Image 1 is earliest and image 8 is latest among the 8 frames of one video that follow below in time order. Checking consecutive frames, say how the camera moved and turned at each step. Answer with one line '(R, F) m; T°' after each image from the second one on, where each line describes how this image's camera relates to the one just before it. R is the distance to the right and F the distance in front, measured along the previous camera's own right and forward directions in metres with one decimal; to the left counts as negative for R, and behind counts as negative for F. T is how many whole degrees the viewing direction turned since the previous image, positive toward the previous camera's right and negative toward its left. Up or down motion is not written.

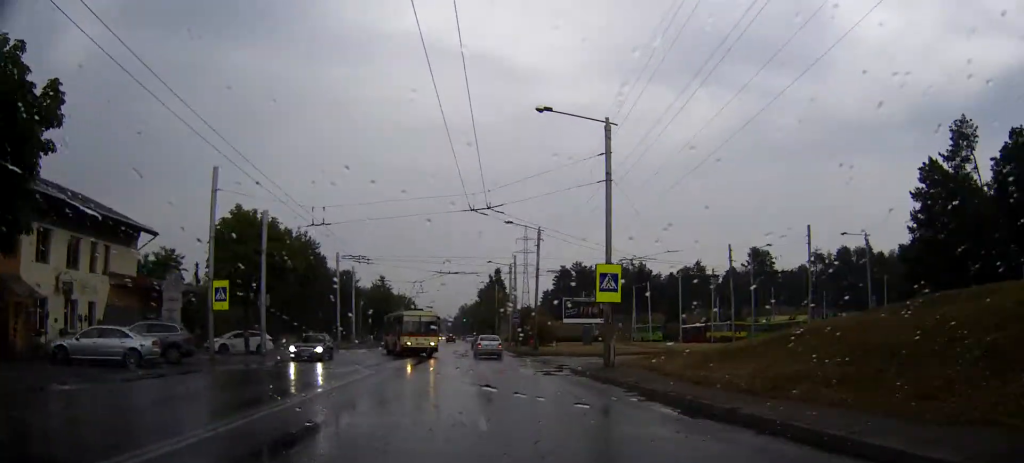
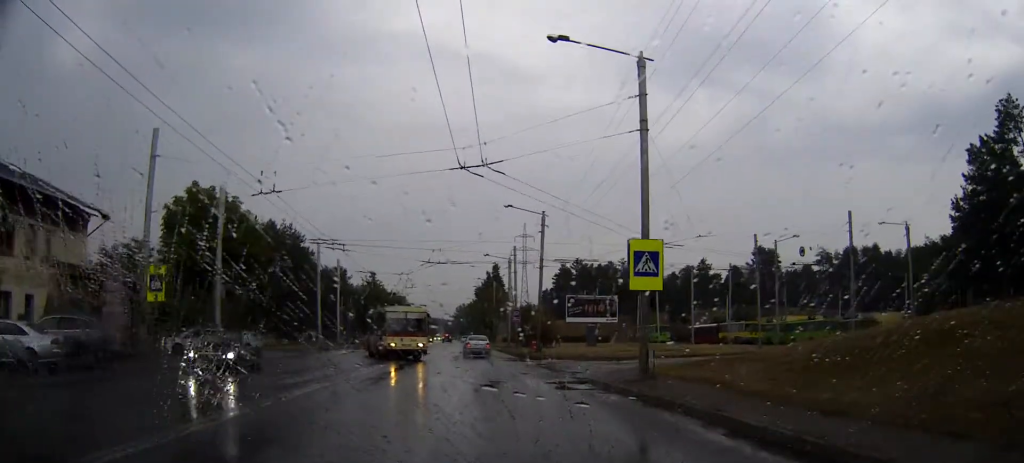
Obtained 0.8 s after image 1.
(0.0, +6.9) m; 0°
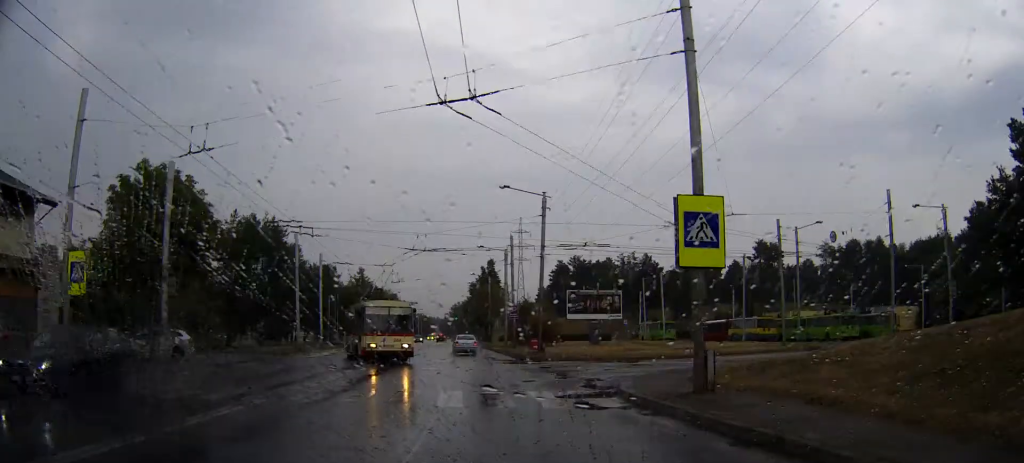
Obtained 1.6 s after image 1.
(0.0, +5.8) m; +1°
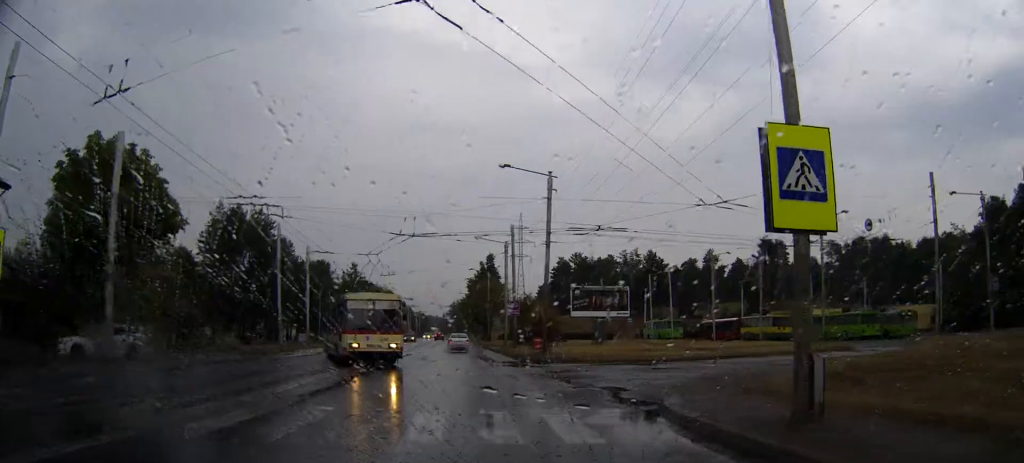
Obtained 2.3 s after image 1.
(0.0, +4.7) m; 0°
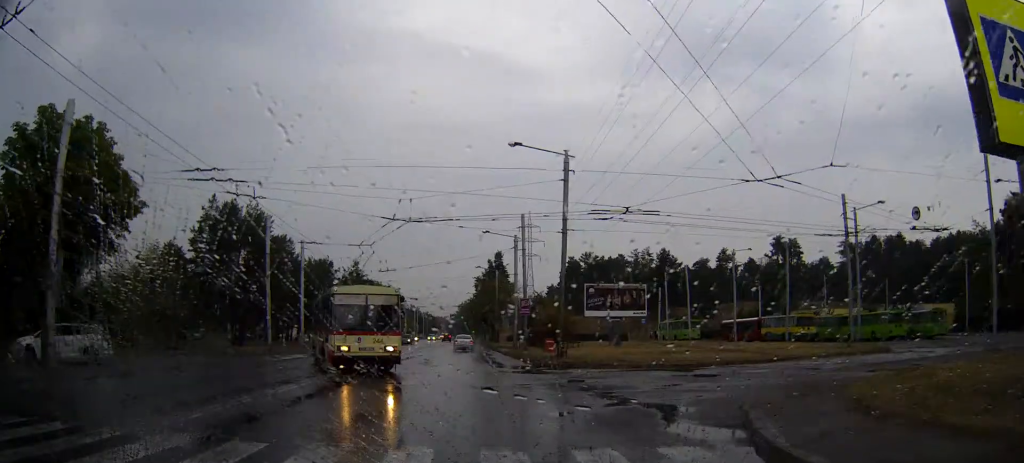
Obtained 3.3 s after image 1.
(0.0, +4.4) m; 0°
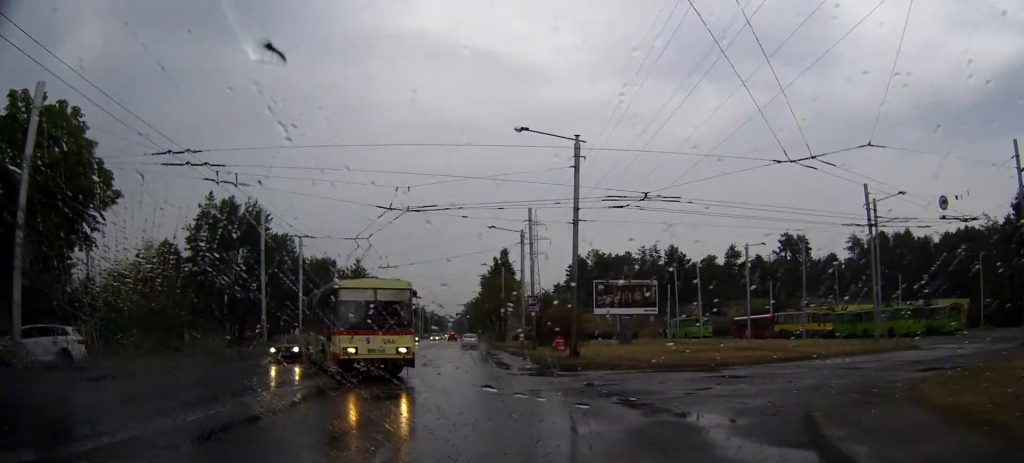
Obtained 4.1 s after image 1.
(0.0, +2.5) m; +4°
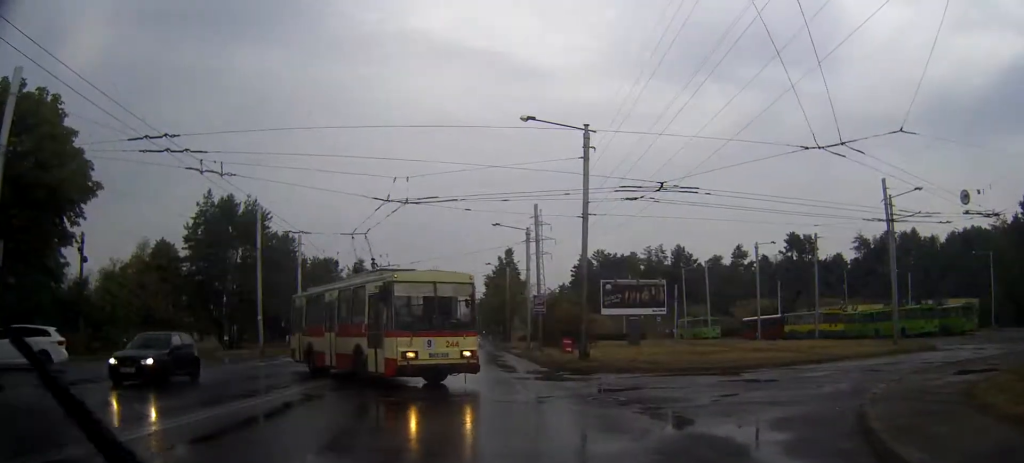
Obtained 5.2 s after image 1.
(+0.2, +2.1) m; +3°
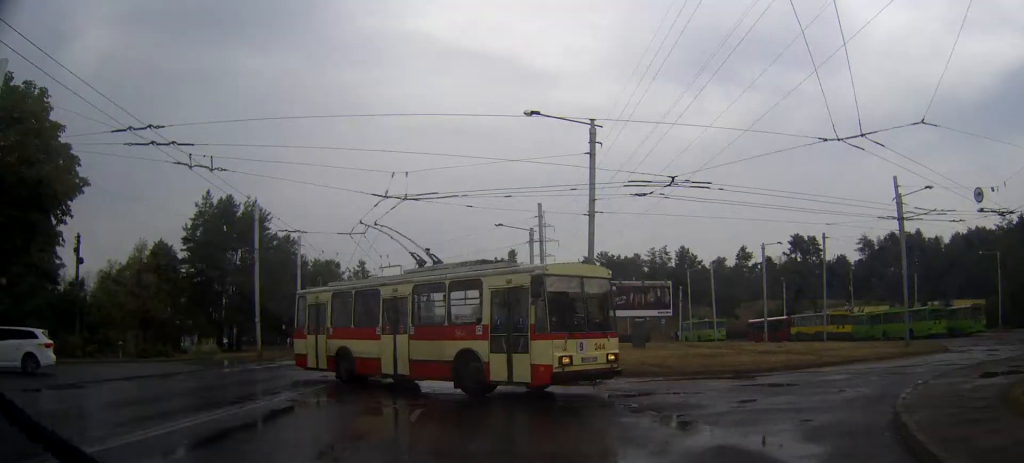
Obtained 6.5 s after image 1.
(+0.2, +1.3) m; 0°
